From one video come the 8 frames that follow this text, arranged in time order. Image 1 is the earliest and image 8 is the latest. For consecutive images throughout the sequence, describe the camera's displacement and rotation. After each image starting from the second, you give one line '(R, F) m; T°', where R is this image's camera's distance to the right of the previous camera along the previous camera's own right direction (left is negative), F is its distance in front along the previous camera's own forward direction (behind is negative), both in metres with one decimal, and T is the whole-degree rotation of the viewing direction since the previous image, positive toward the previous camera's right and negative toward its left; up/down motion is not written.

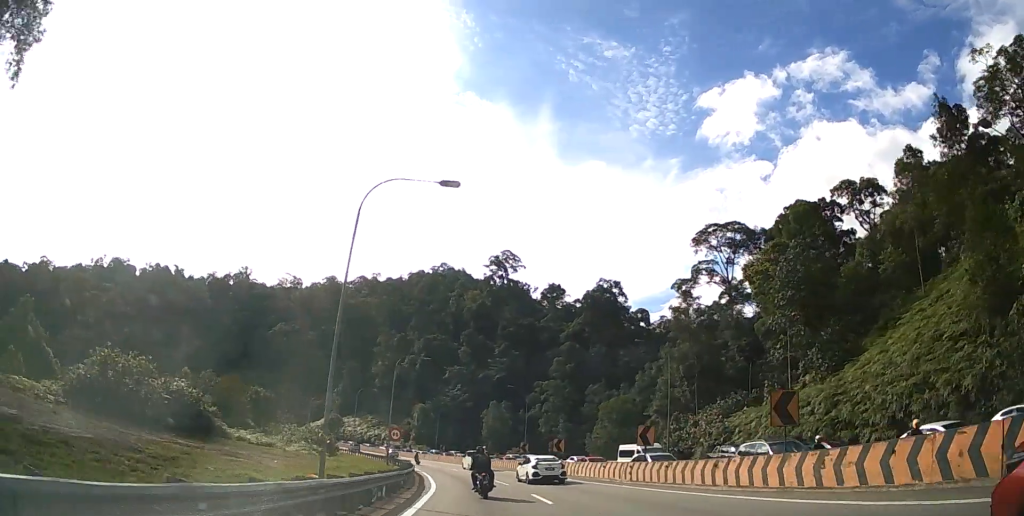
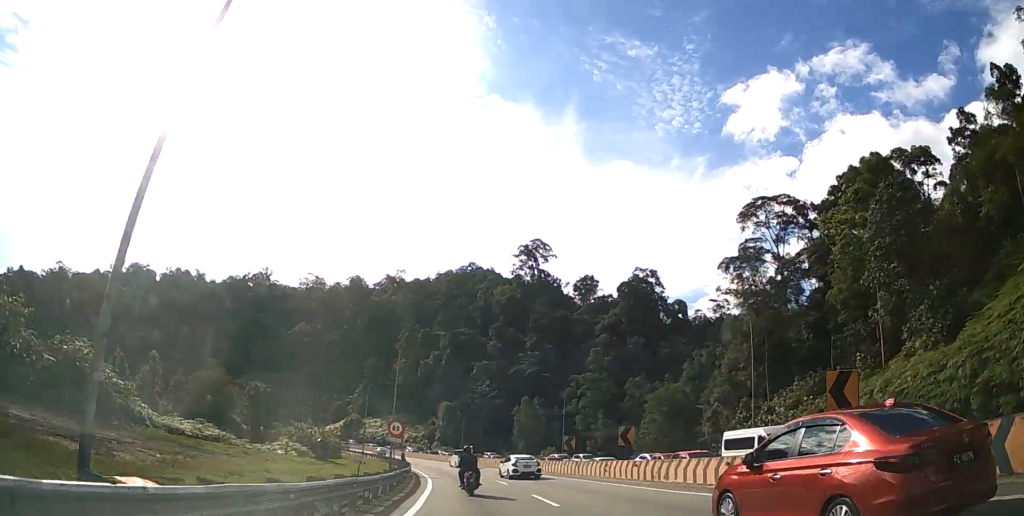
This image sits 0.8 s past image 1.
(-0.4, +12.8) m; -3°
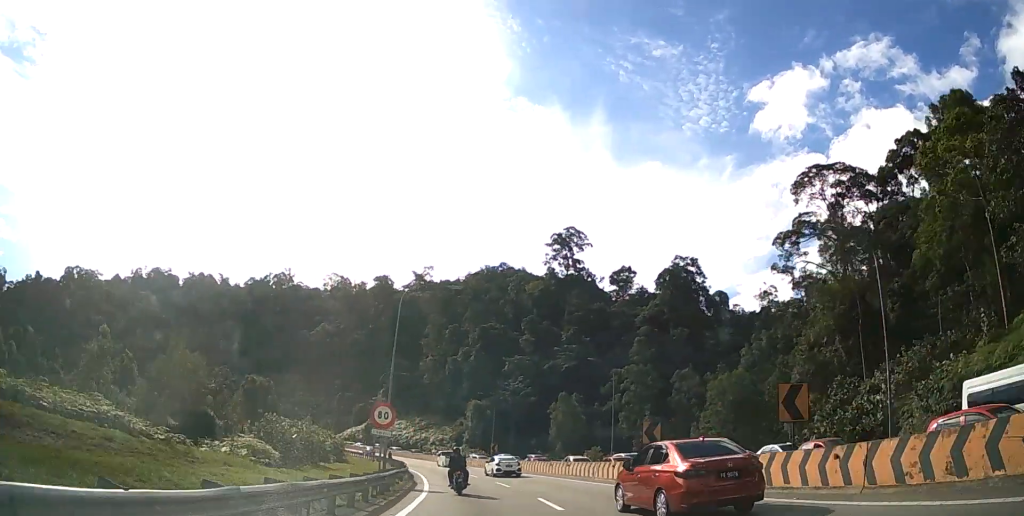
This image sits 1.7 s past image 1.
(-0.4, +13.0) m; -3°
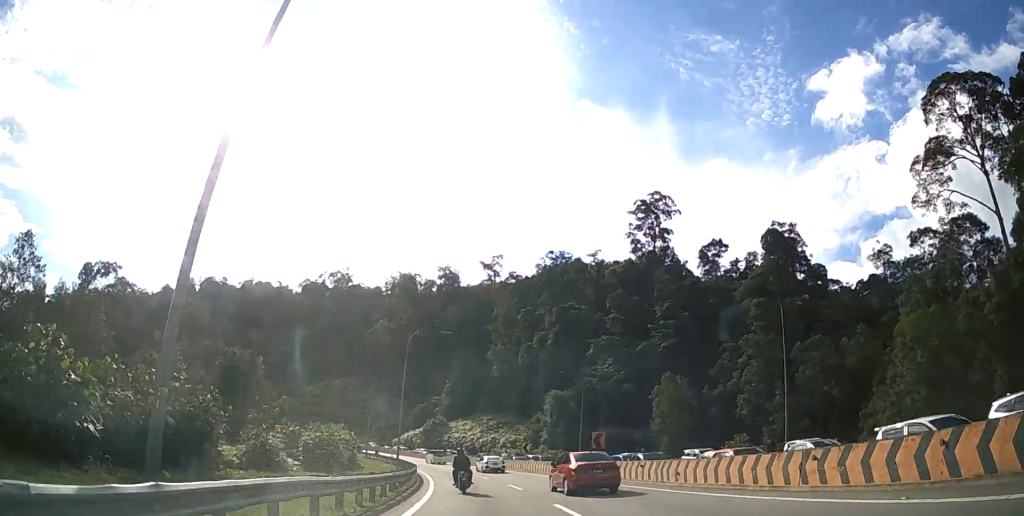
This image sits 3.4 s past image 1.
(-1.7, +26.5) m; -8°
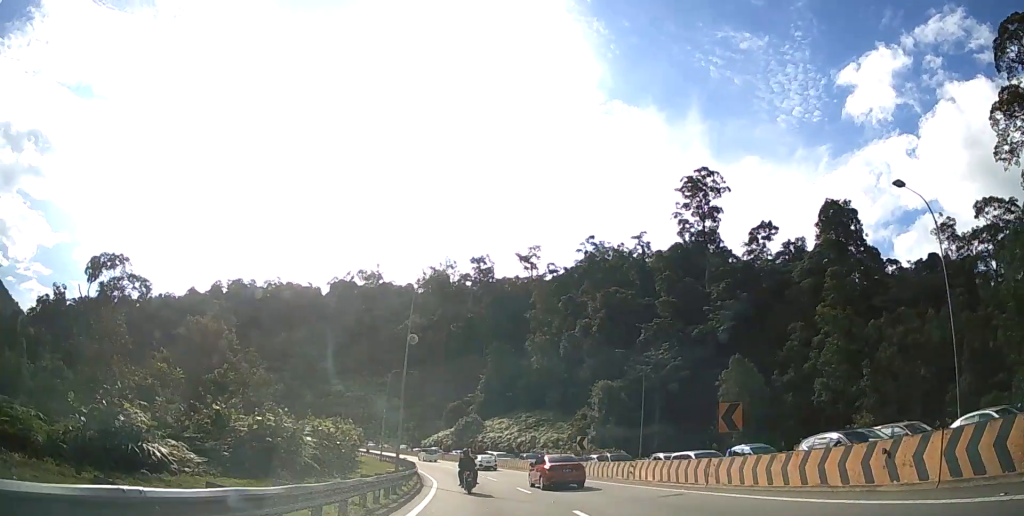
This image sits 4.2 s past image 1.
(-0.5, +14.2) m; -4°
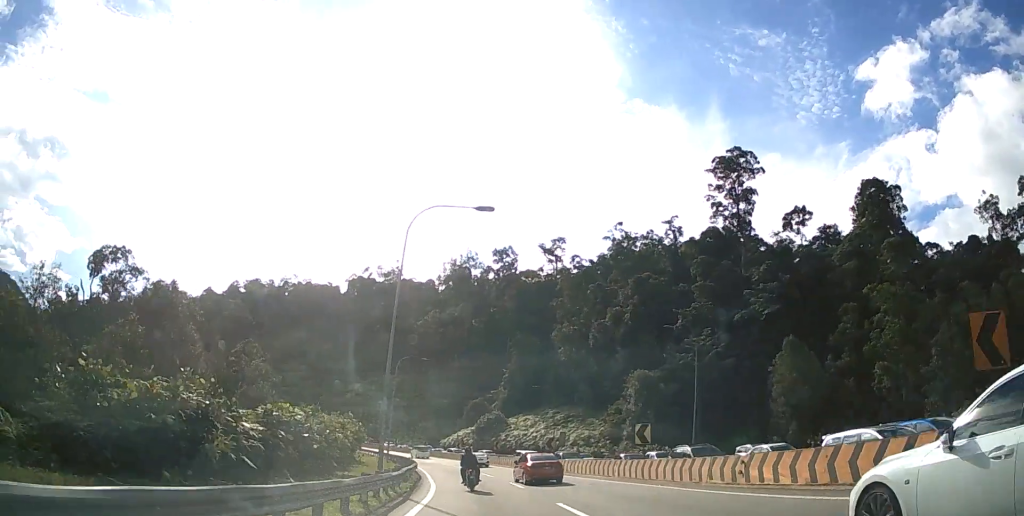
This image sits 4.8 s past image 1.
(-0.3, +9.8) m; -3°
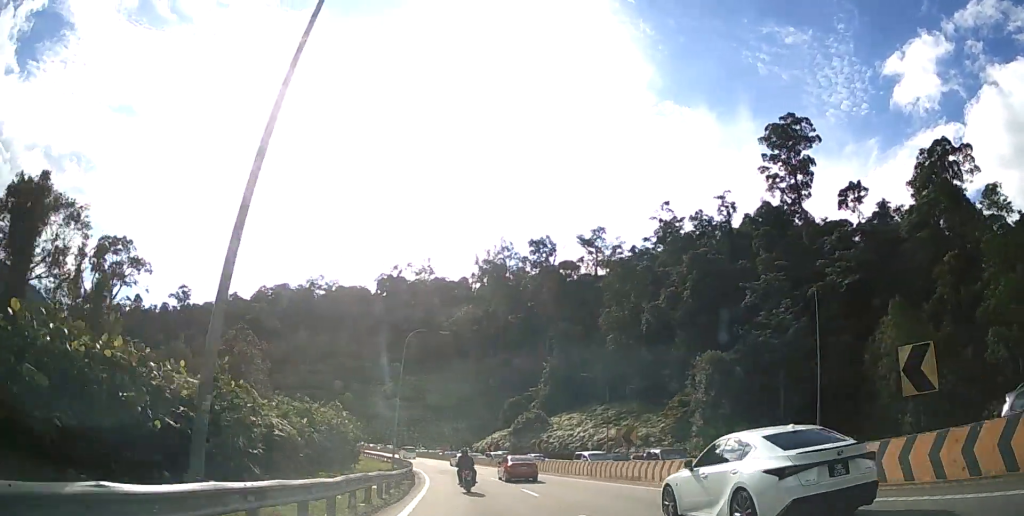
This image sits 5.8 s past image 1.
(-0.5, +15.7) m; -4°
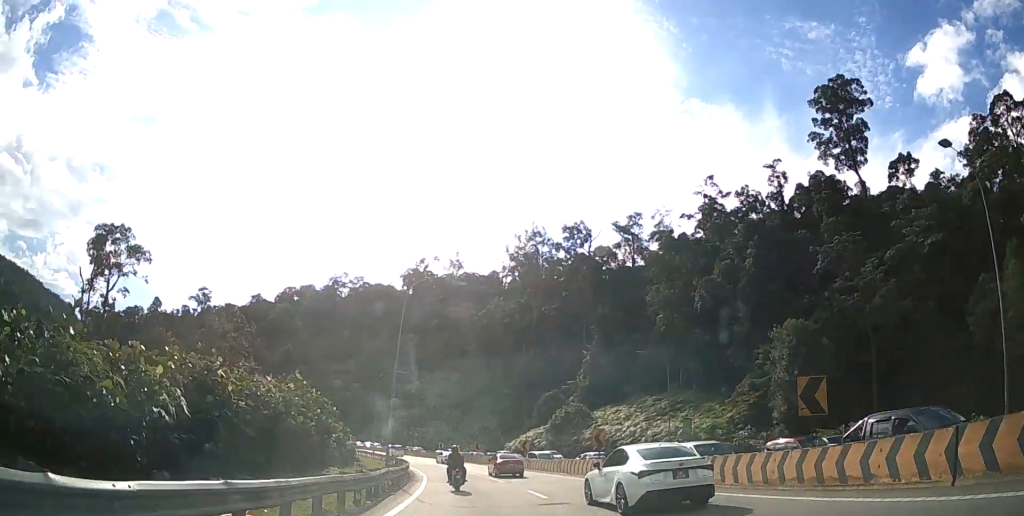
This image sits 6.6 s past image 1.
(-0.5, +13.8) m; -3°
